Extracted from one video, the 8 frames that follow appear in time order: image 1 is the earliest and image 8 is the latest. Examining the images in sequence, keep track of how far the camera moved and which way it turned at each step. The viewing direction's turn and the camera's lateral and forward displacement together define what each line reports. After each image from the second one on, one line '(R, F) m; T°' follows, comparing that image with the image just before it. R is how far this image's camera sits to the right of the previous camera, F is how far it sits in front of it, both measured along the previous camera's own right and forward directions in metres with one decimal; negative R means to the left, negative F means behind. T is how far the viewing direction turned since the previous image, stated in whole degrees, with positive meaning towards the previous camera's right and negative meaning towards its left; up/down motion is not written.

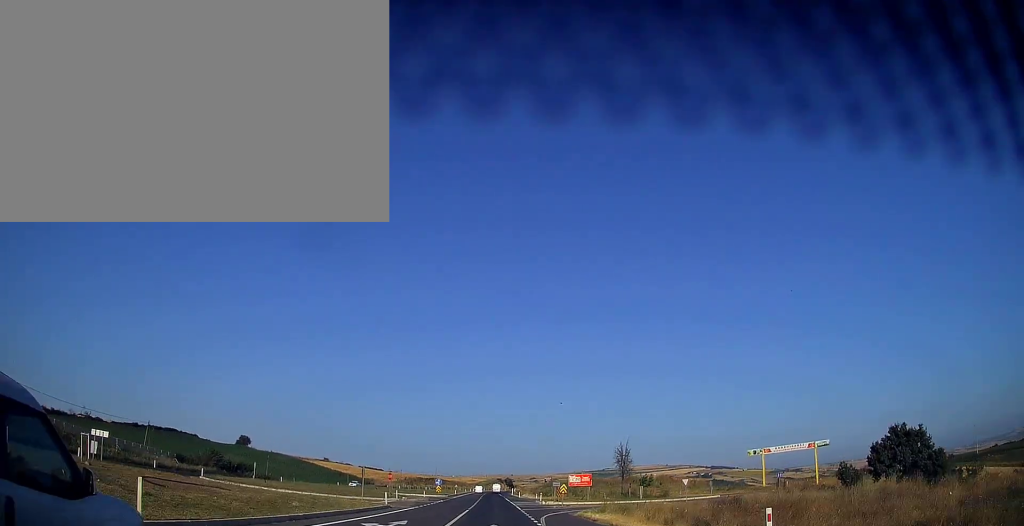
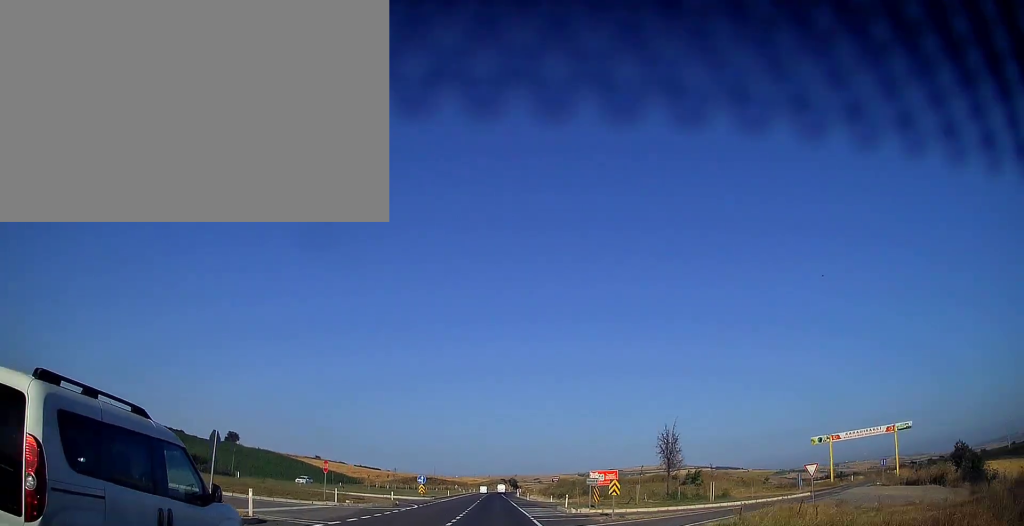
(0.0, +21.5) m; 0°
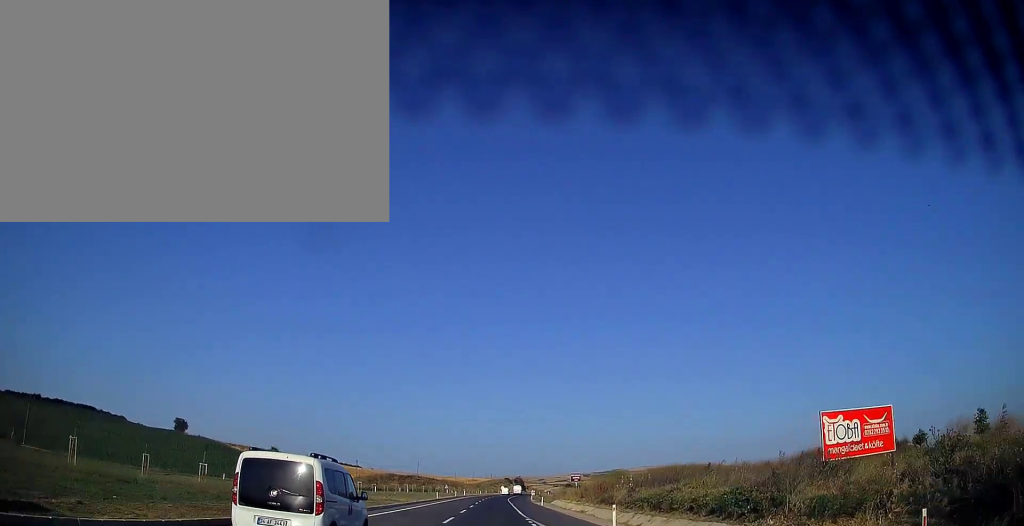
(-0.5, +63.4) m; -1°
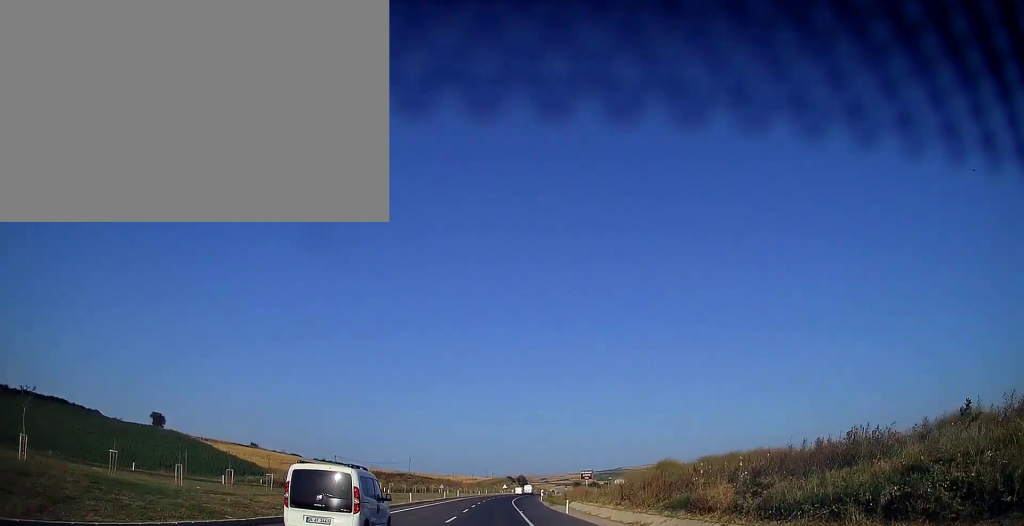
(-0.1, +22.2) m; 0°
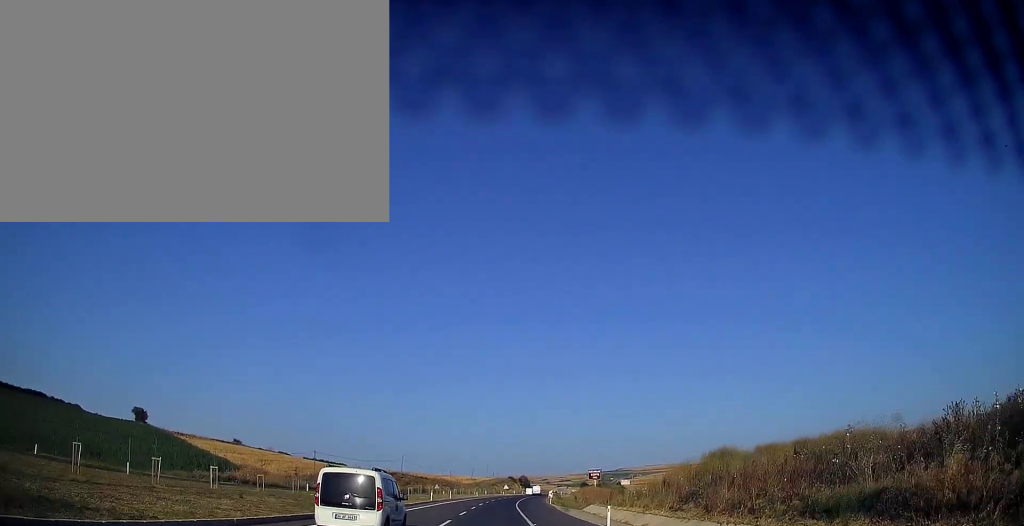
(0.0, +14.5) m; 0°
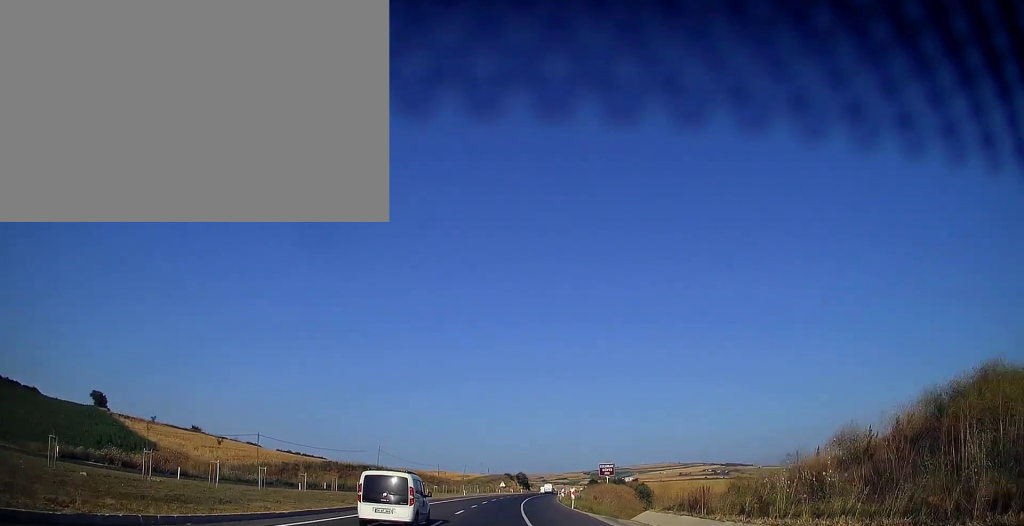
(+0.2, +27.9) m; 0°
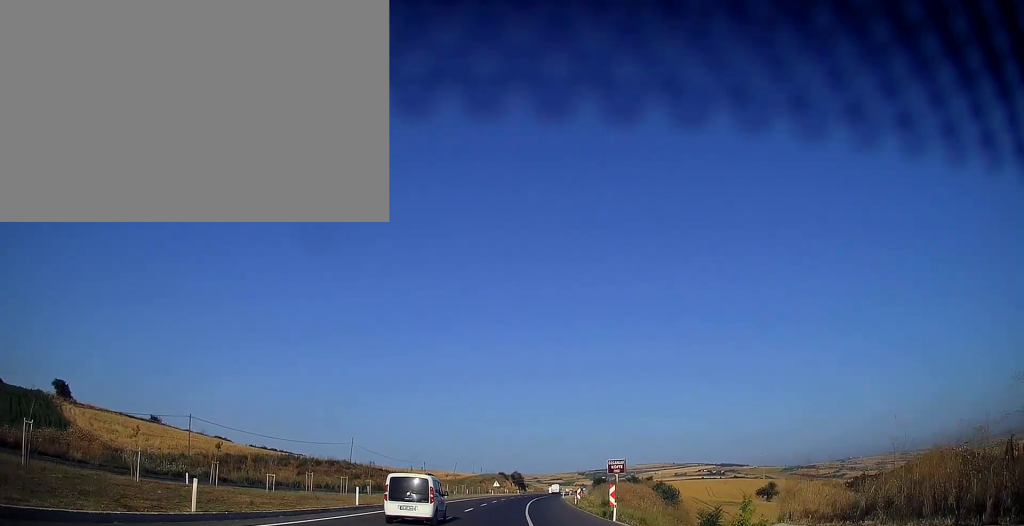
(-0.1, +19.2) m; 0°
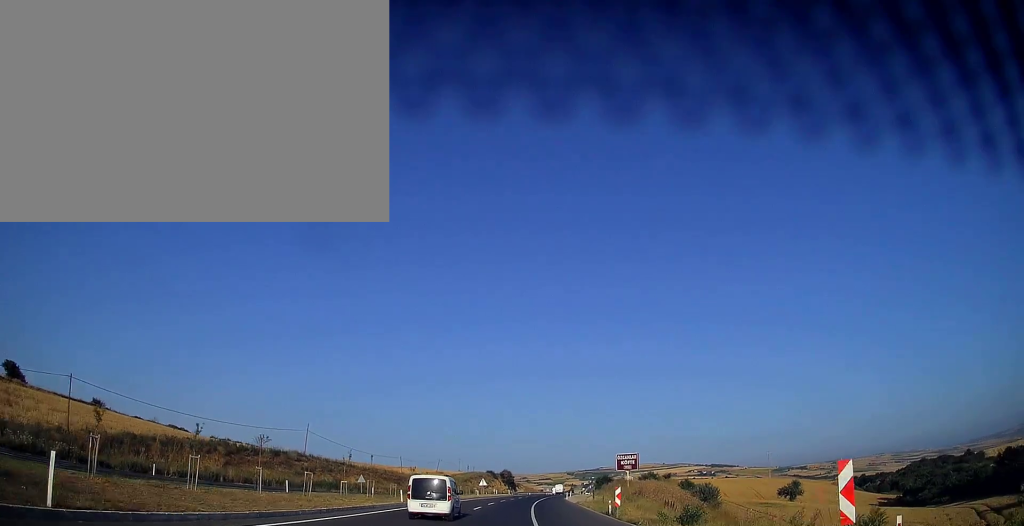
(+0.2, +22.1) m; +1°
